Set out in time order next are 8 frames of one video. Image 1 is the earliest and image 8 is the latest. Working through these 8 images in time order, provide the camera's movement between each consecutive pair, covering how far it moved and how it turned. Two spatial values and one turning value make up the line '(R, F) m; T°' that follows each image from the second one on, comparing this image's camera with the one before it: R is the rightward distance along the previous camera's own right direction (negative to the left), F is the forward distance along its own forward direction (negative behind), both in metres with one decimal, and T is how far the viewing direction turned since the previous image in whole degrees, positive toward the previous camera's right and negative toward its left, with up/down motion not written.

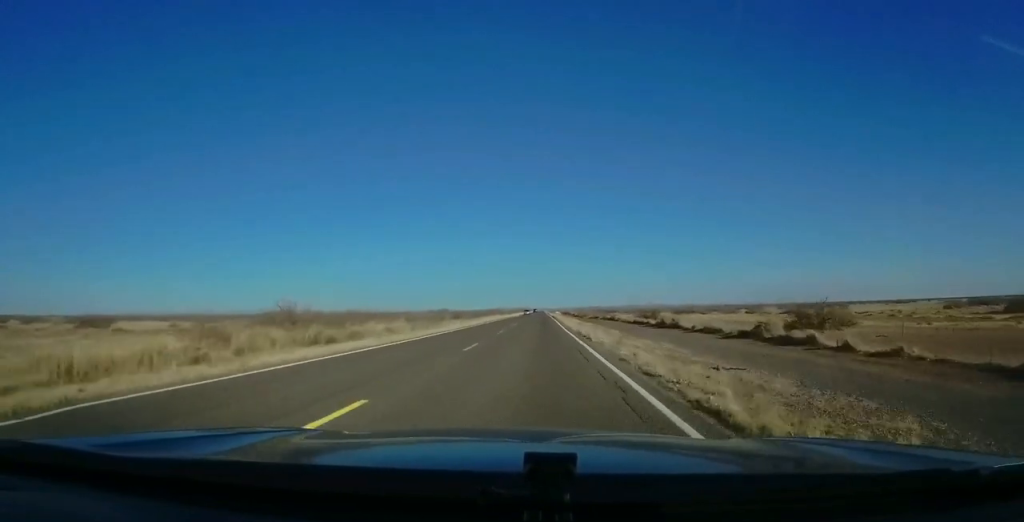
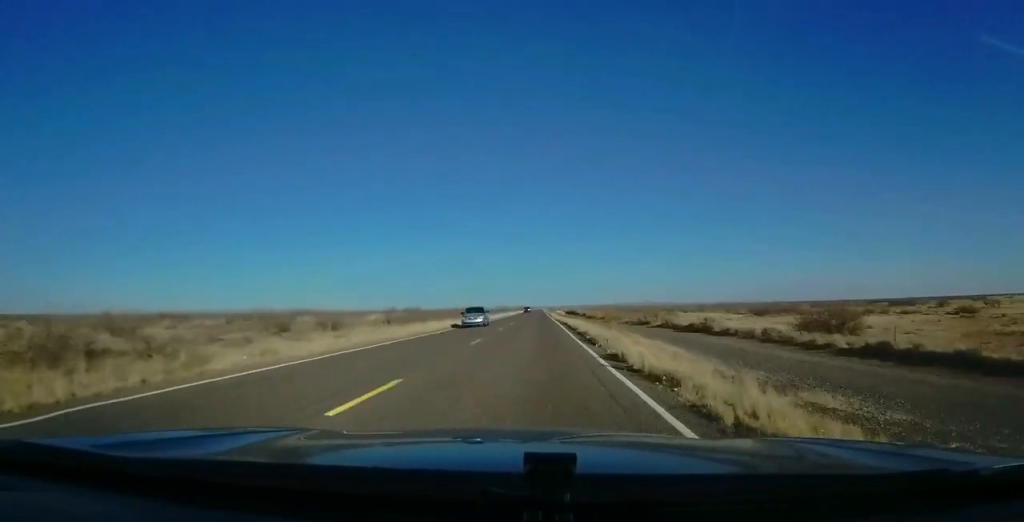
(+0.1, +59.5) m; +1°
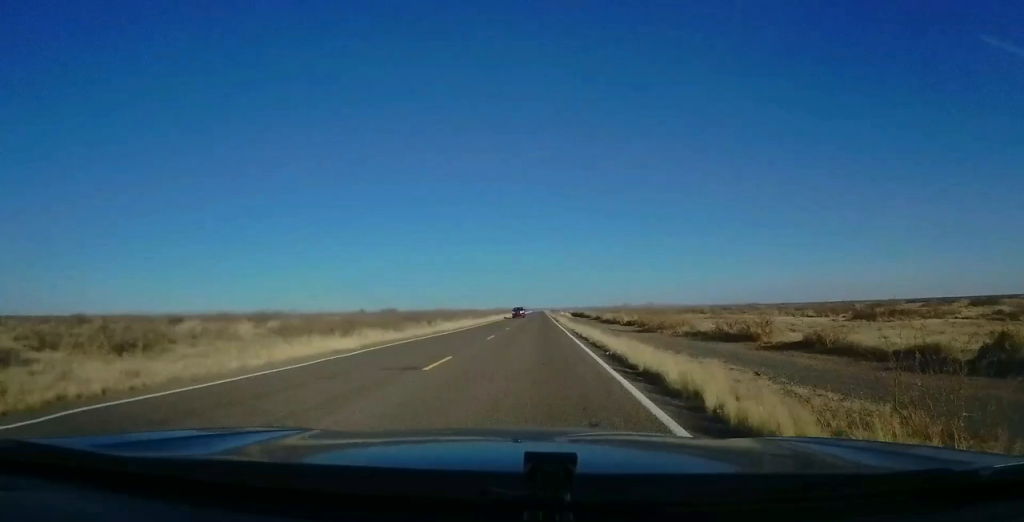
(+0.4, +31.7) m; 0°
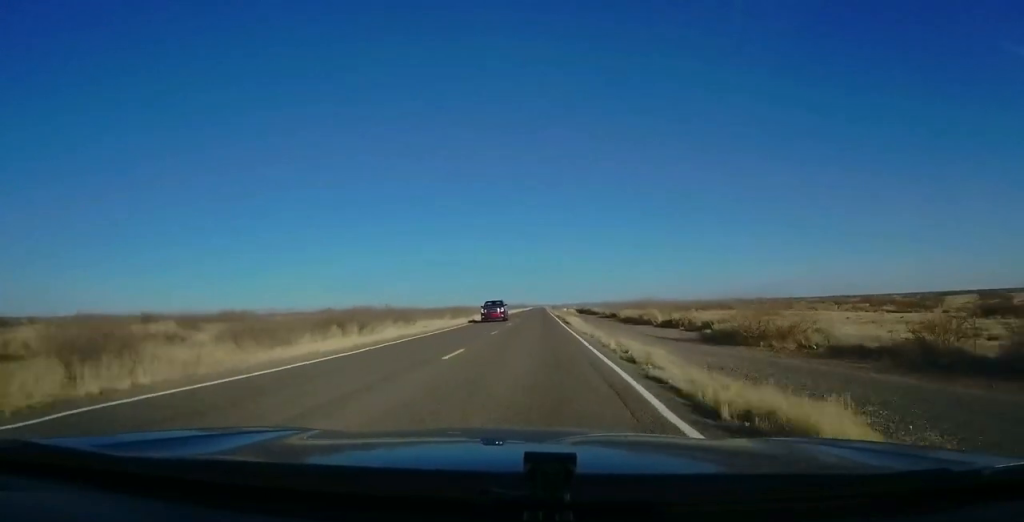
(-0.2, +22.8) m; -1°
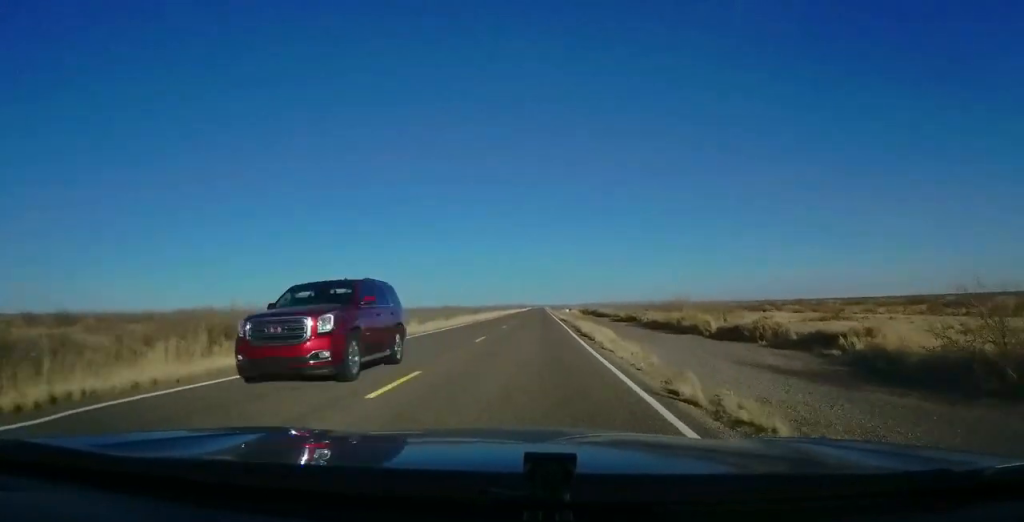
(-0.1, +17.8) m; 0°
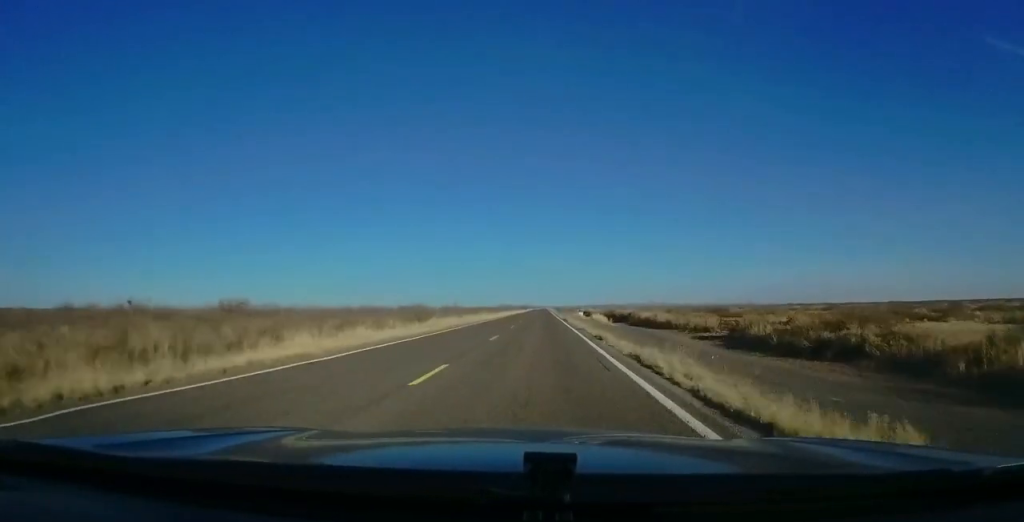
(+0.7, +47.5) m; +1°
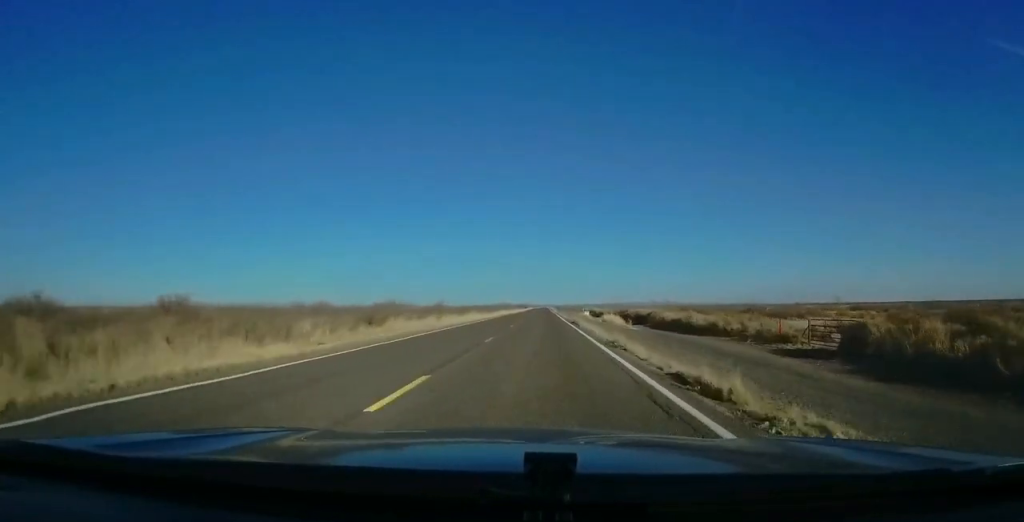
(0.0, +14.8) m; 0°
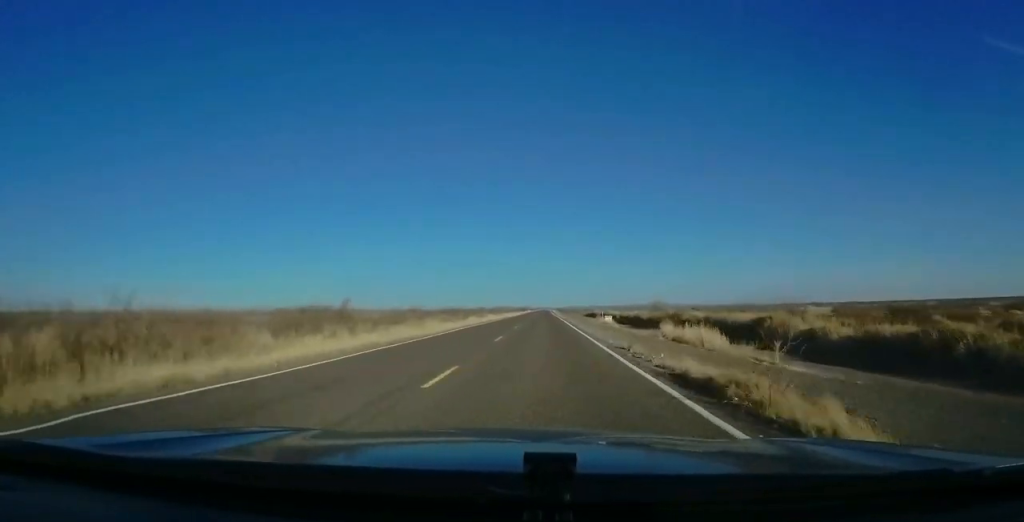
(-0.5, +34.6) m; -1°
